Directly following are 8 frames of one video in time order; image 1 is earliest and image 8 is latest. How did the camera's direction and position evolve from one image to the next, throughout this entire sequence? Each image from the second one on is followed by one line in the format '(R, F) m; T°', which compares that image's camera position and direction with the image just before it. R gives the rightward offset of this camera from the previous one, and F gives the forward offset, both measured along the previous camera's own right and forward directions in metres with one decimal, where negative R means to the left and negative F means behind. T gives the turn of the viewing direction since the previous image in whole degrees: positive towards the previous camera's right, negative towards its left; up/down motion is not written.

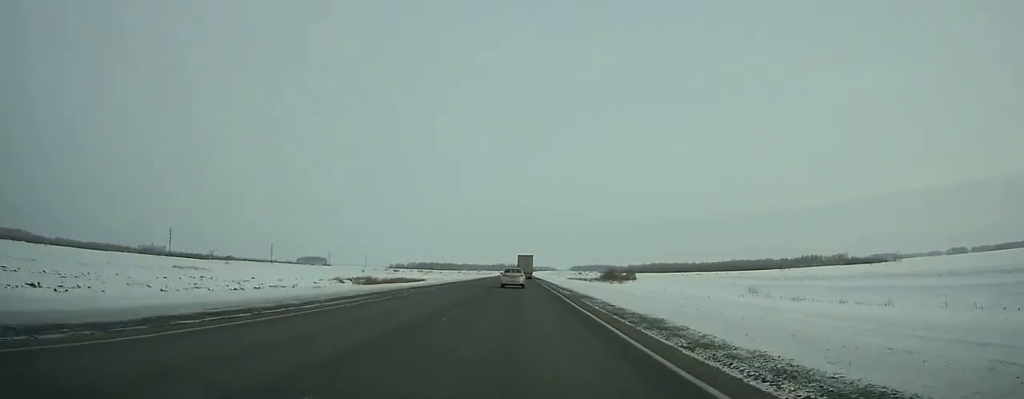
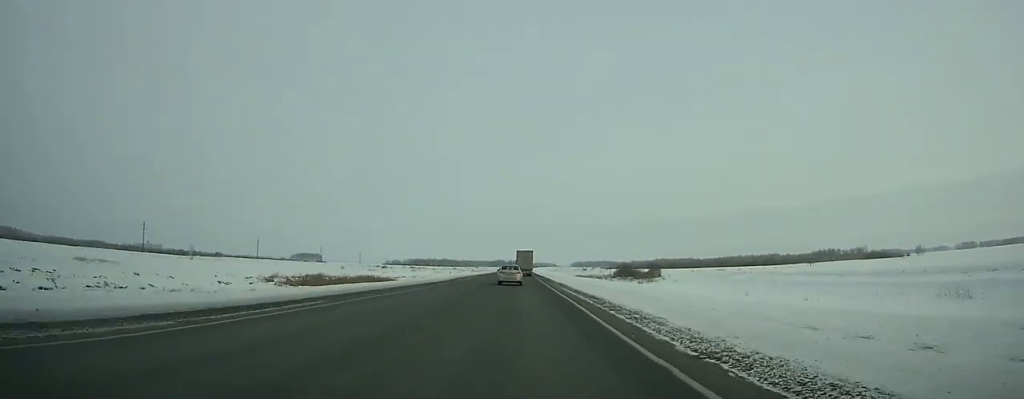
(0.0, +38.0) m; 0°
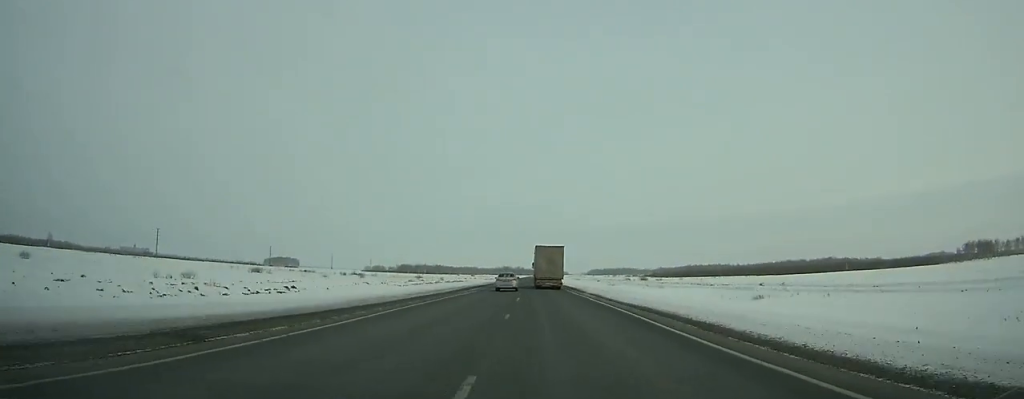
(-1.6, +215.0) m; -1°
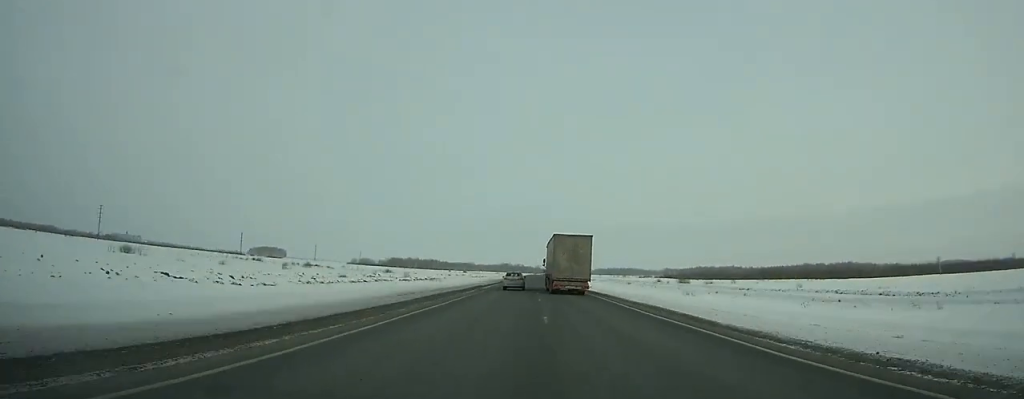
(0.0, +76.3) m; 0°
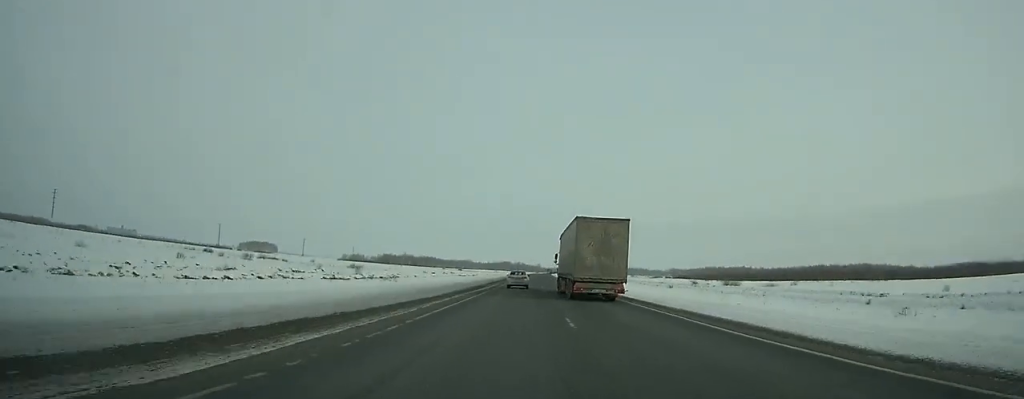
(0.0, +49.6) m; 0°
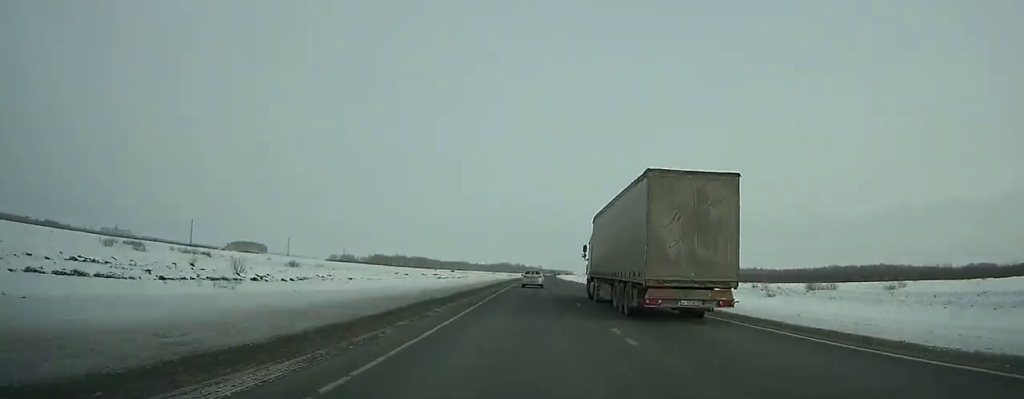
(+0.2, +50.7) m; +1°
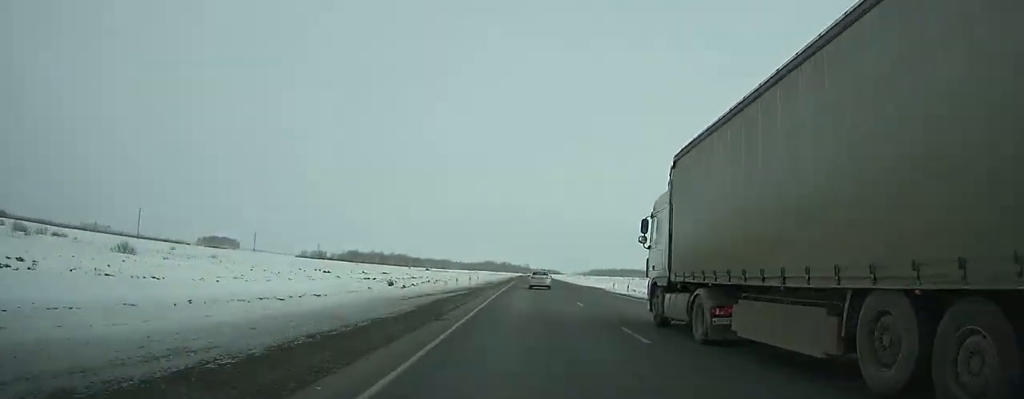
(0.0, +60.4) m; +1°
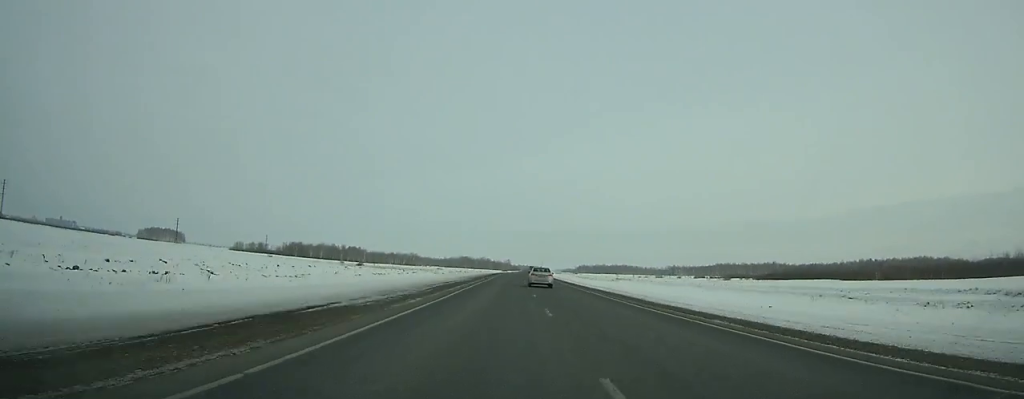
(+1.8, +124.6) m; +1°
